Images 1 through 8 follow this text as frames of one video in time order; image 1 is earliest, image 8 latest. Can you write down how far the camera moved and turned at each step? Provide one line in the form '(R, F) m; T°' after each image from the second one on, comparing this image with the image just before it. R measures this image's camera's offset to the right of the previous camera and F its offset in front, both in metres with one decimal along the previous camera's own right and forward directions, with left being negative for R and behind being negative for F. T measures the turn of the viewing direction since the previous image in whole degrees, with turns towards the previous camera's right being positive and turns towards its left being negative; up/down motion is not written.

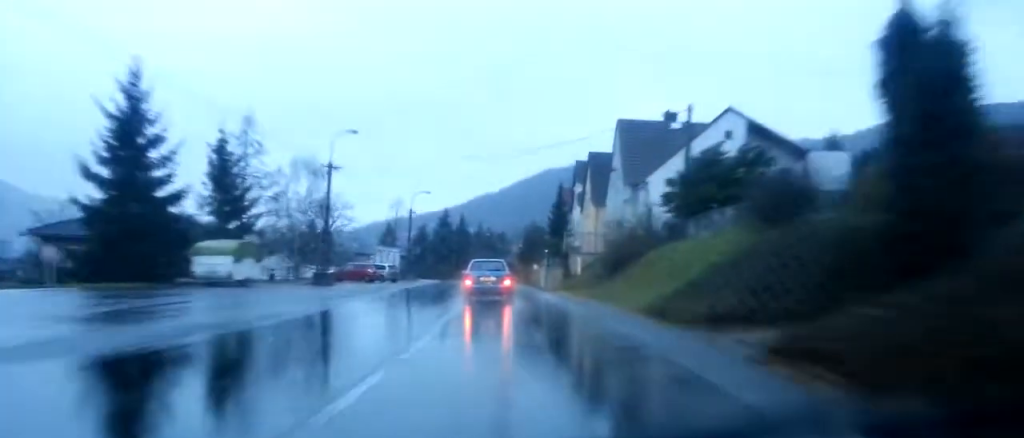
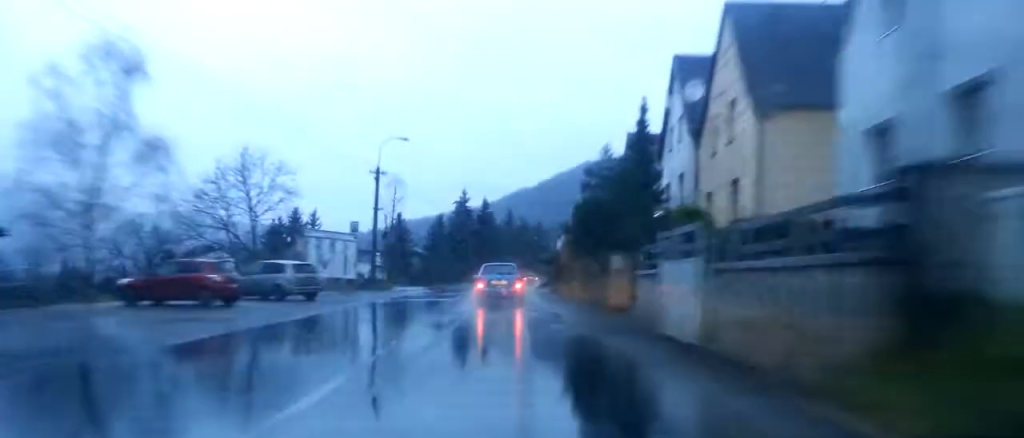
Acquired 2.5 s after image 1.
(-1.4, +36.9) m; -3°
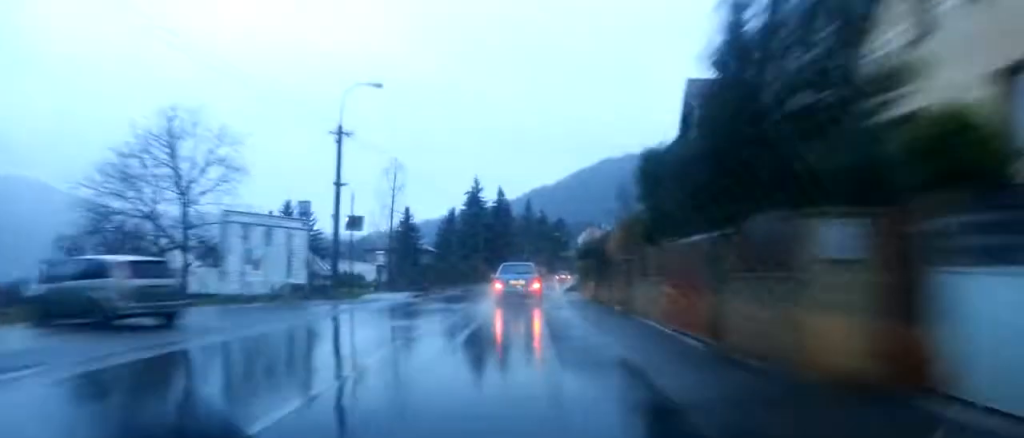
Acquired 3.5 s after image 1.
(-0.1, +15.2) m; -2°
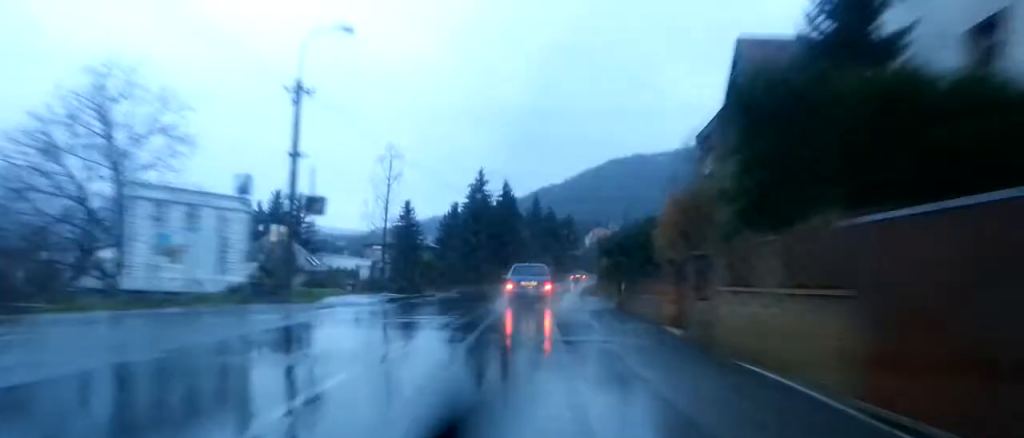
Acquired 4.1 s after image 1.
(0.0, +9.1) m; -1°
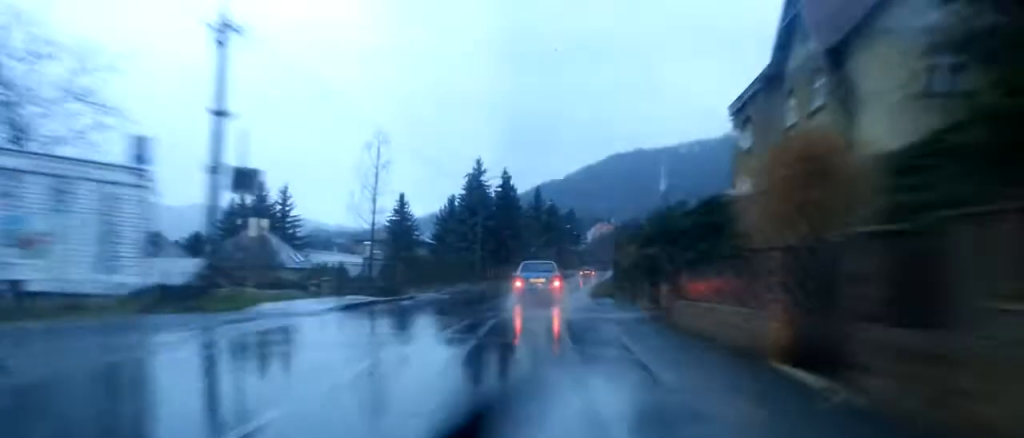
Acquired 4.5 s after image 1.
(-0.2, +7.0) m; 0°
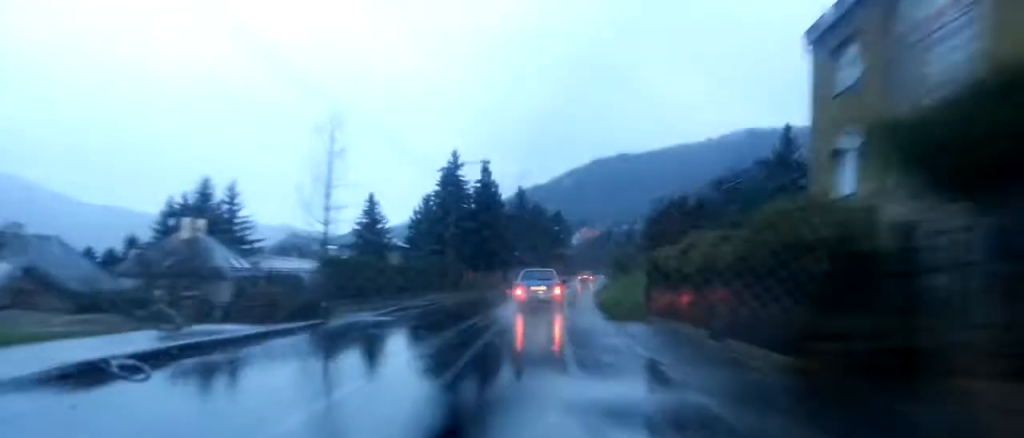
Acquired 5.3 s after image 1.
(-0.1, +12.0) m; +1°
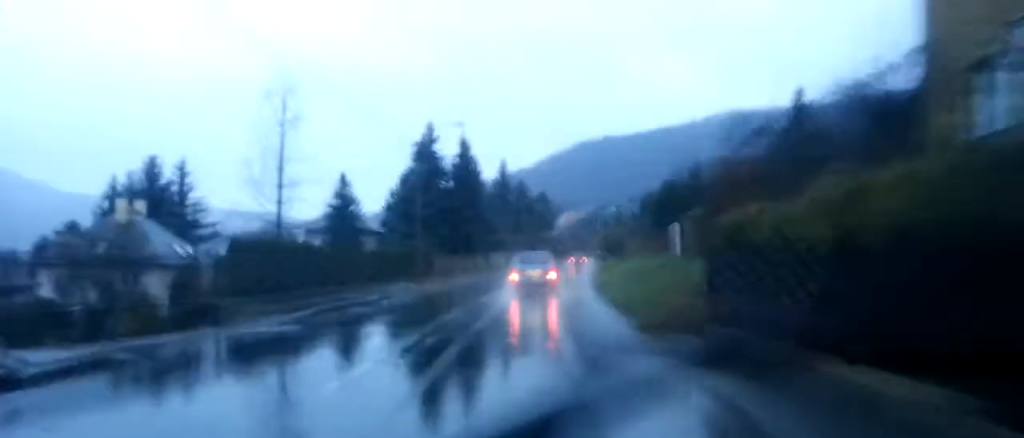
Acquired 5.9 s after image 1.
(+0.3, +7.9) m; 0°
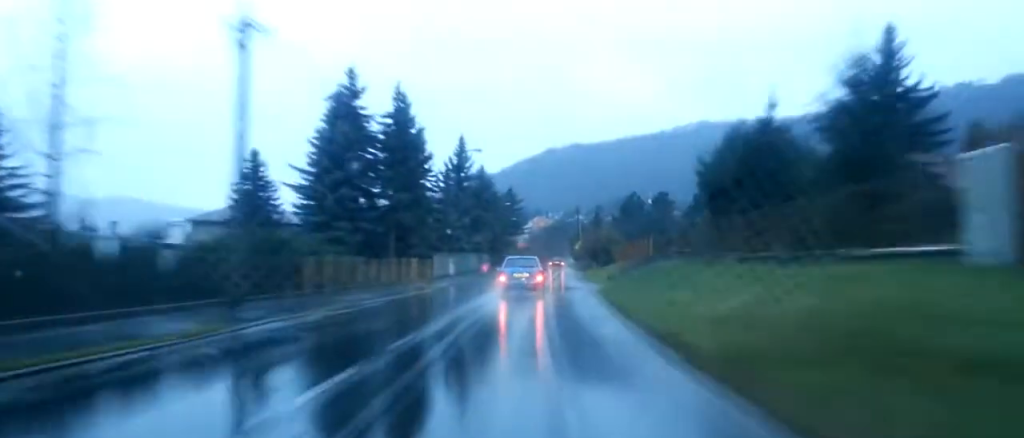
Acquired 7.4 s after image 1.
(-0.4, +23.4) m; -1°
